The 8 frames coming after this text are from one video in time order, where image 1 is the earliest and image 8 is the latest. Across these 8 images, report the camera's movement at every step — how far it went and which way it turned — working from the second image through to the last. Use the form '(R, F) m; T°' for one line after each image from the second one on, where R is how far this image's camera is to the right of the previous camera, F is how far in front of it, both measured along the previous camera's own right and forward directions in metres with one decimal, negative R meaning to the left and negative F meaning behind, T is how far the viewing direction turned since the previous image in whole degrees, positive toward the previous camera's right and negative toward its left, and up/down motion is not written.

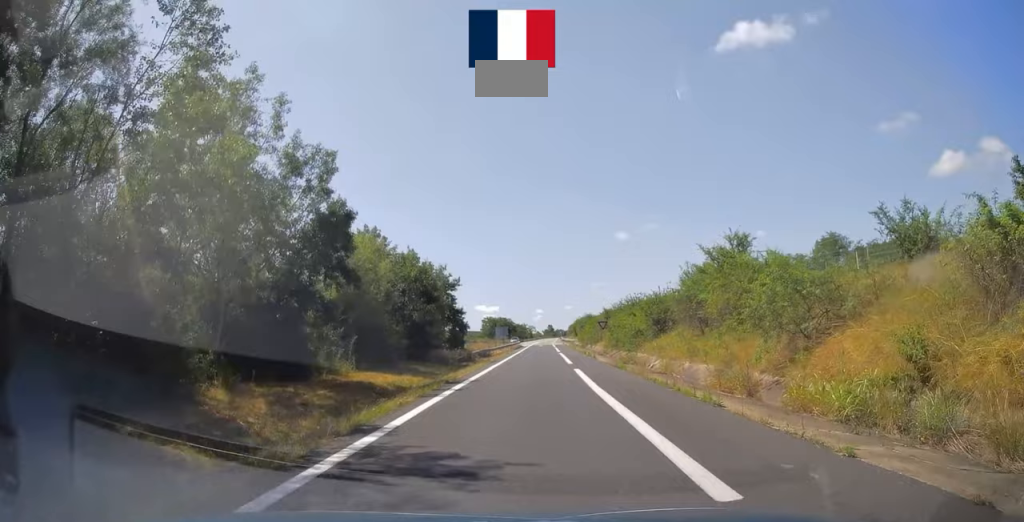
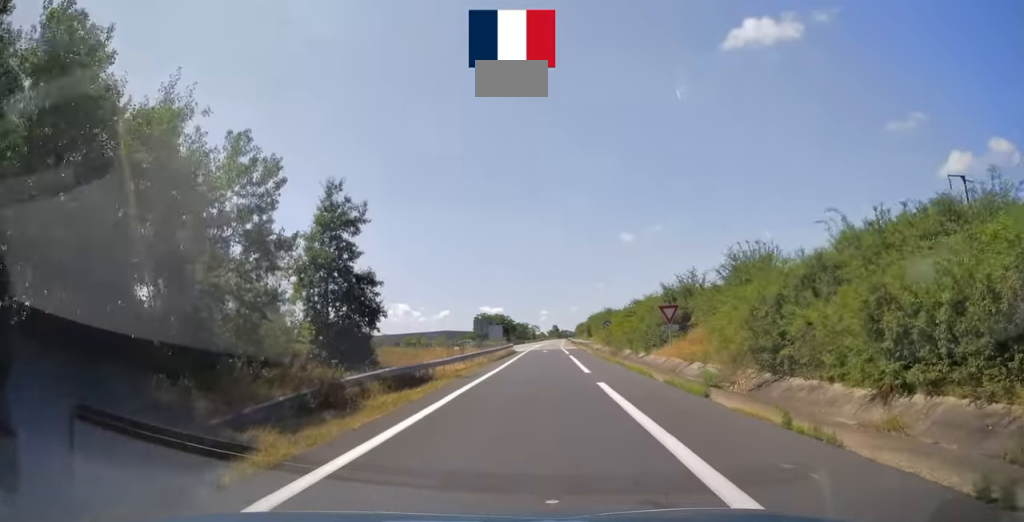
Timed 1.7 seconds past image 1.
(0.0, +34.5) m; 0°
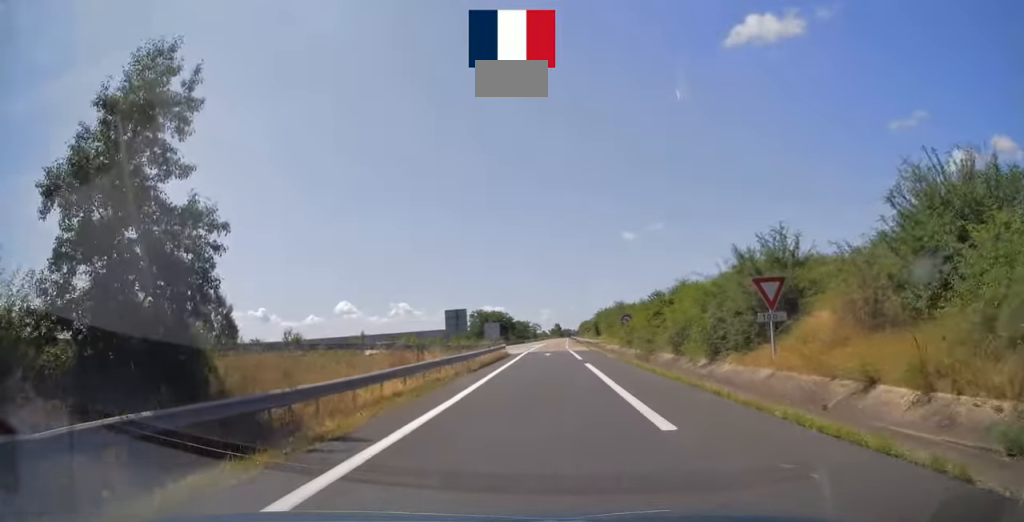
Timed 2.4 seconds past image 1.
(0.0, +12.6) m; 0°
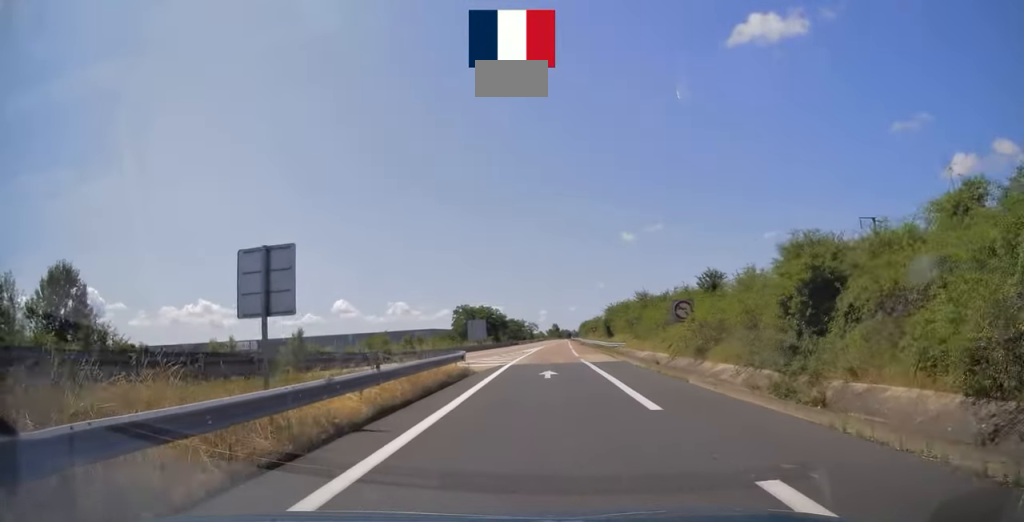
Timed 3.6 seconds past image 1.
(0.0, +19.0) m; 0°
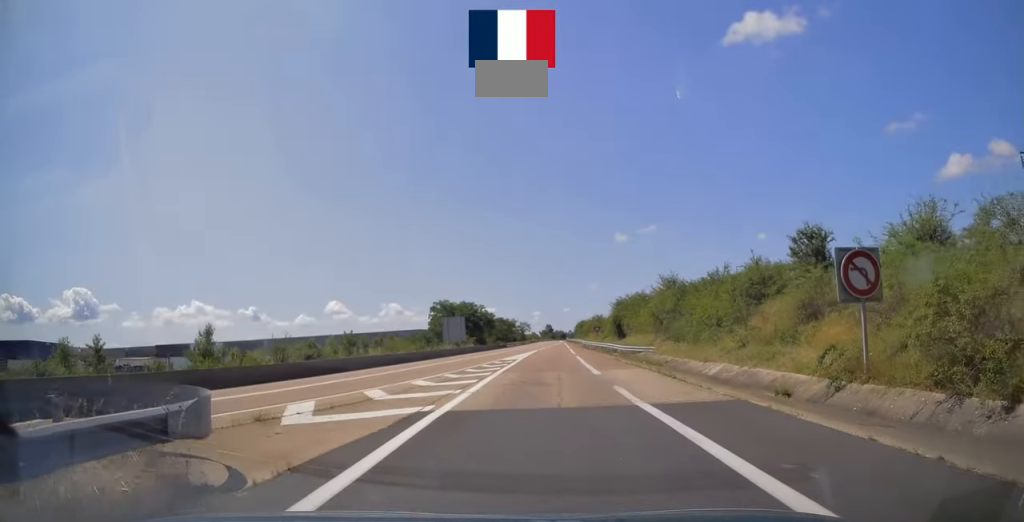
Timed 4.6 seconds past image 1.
(+0.1, +18.4) m; +1°
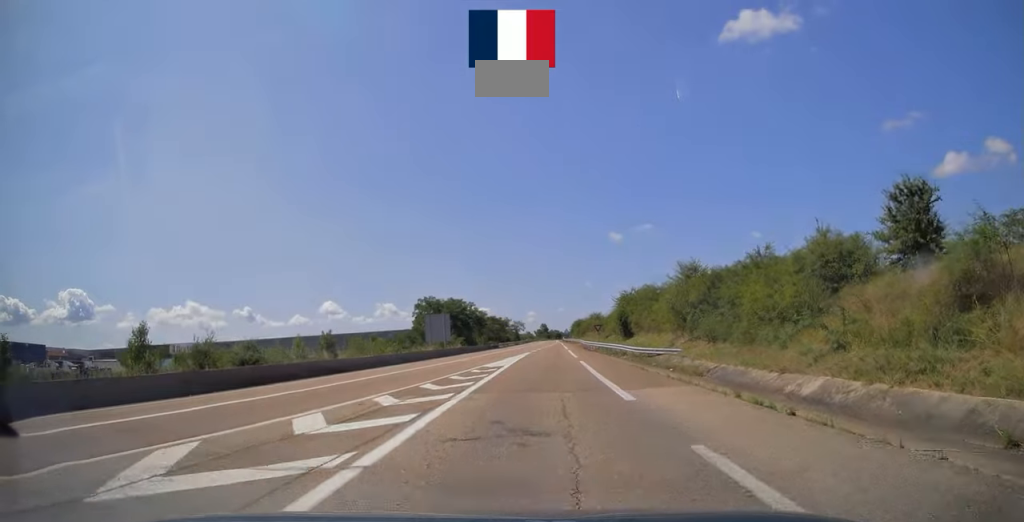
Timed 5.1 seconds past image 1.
(0.0, +8.9) m; 0°
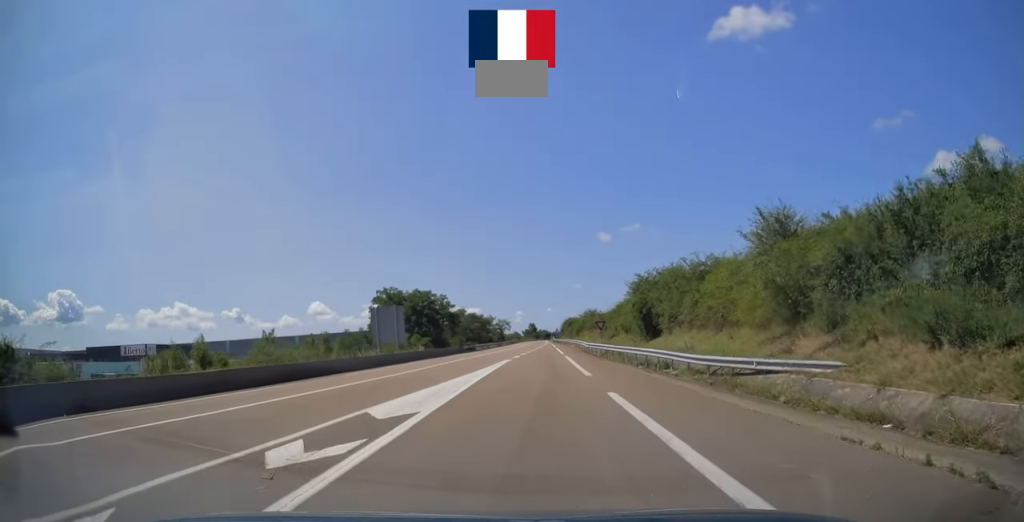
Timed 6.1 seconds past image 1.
(+0.1, +18.2) m; +1°
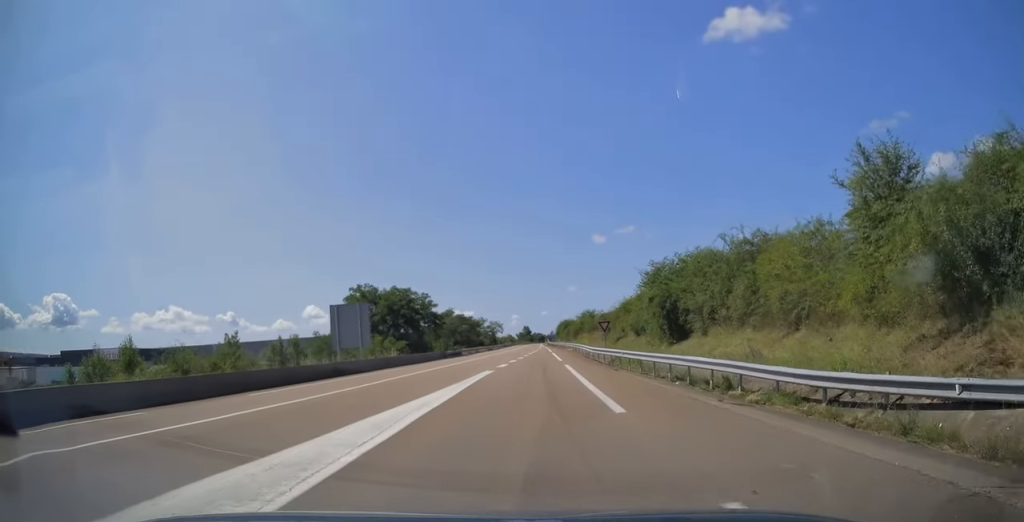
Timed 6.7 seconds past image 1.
(0.0, +9.1) m; 0°
